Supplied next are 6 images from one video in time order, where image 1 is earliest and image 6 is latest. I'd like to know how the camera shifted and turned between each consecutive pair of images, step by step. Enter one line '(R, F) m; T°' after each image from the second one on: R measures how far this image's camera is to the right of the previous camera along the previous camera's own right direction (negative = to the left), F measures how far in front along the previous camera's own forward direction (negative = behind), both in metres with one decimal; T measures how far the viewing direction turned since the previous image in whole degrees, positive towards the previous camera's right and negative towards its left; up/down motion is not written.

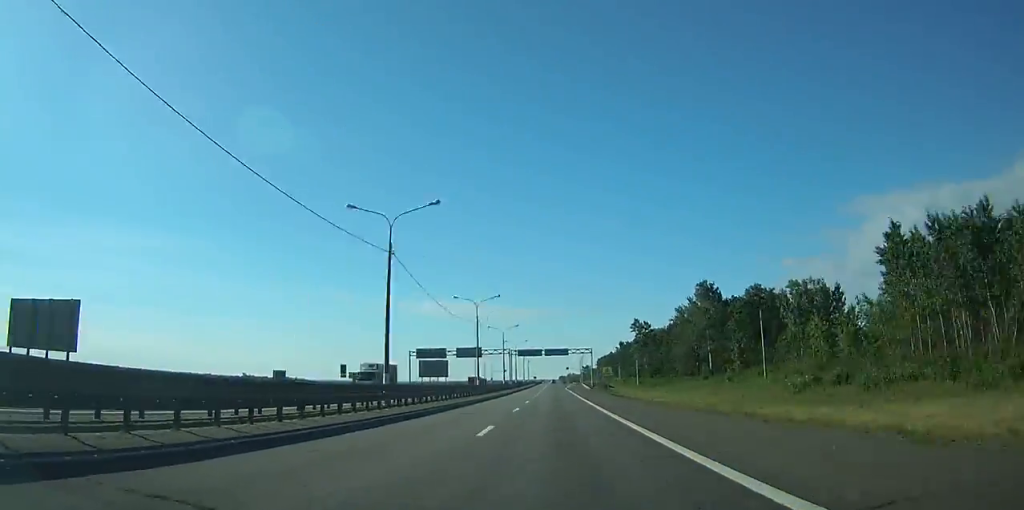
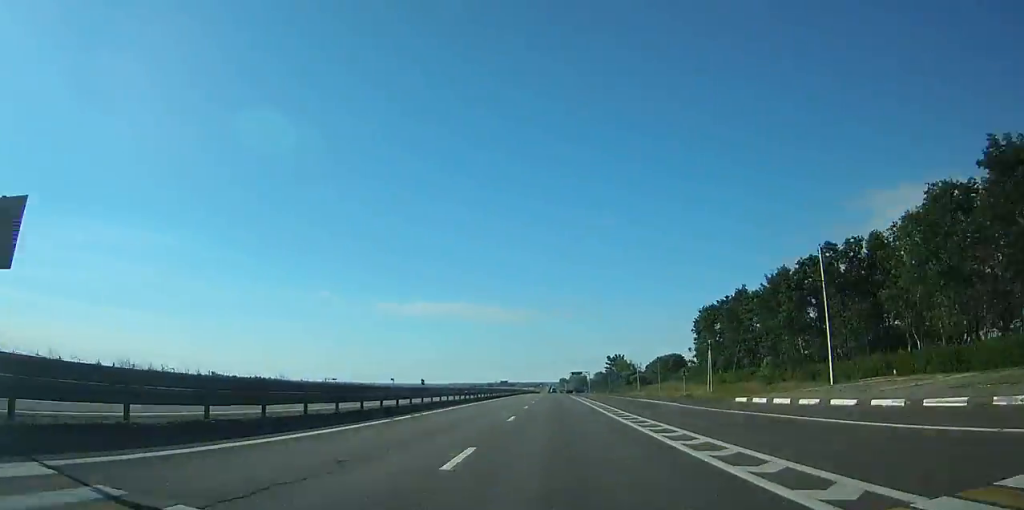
(+0.2, +273.6) m; 0°
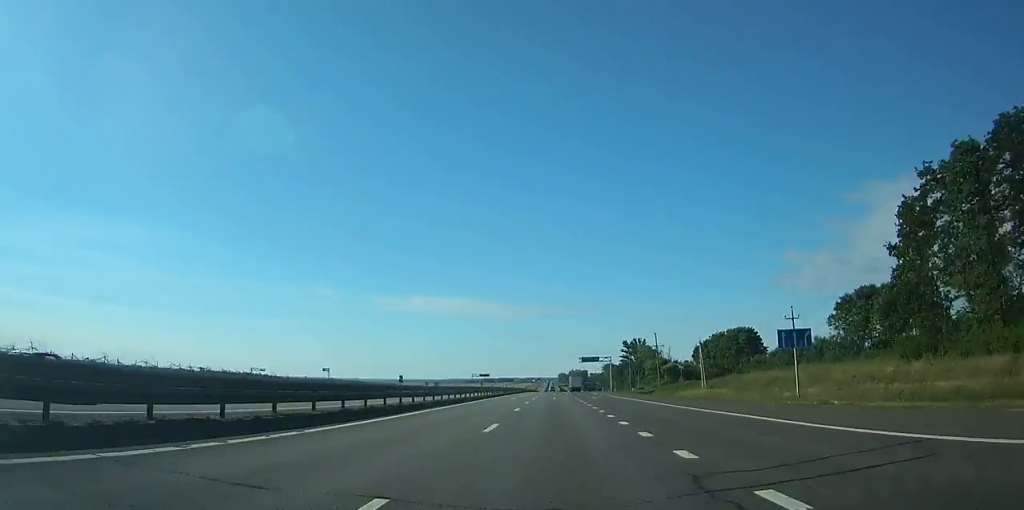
(0.0, +74.8) m; 0°
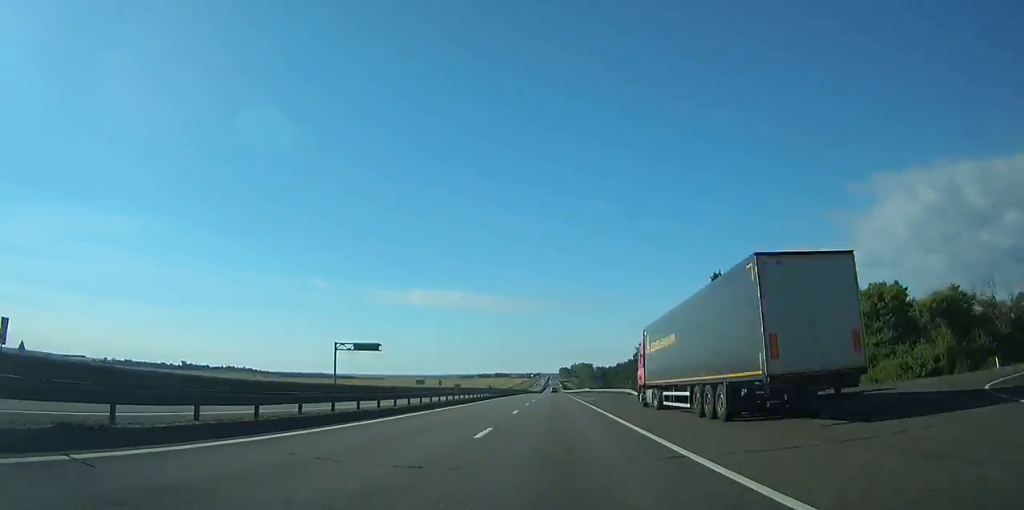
(+0.1, +127.5) m; 0°
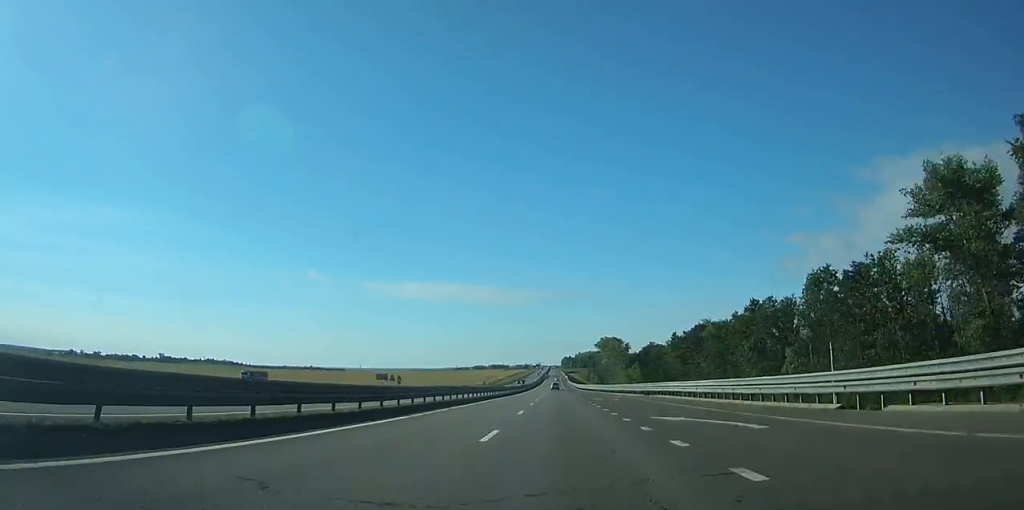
(-0.1, +146.4) m; 0°
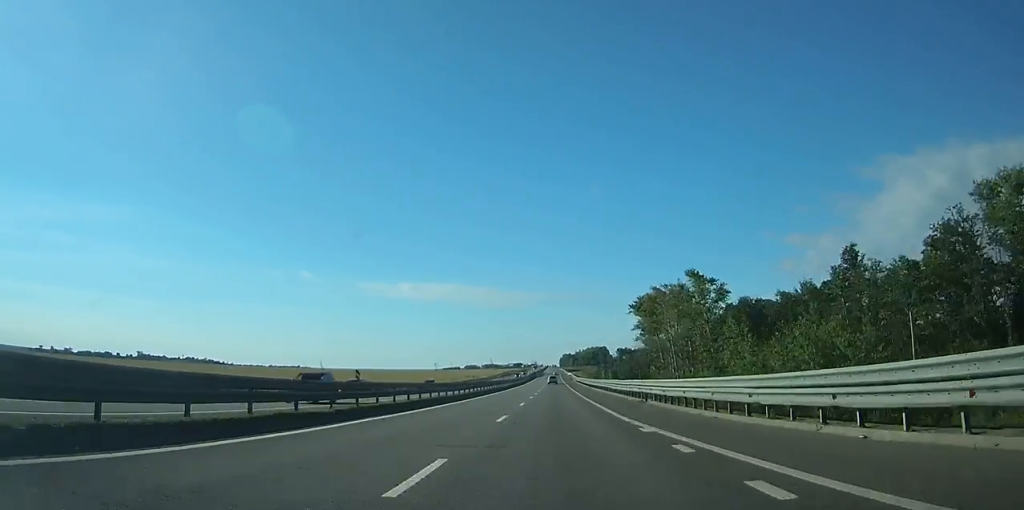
(+0.1, +113.6) m; 0°
